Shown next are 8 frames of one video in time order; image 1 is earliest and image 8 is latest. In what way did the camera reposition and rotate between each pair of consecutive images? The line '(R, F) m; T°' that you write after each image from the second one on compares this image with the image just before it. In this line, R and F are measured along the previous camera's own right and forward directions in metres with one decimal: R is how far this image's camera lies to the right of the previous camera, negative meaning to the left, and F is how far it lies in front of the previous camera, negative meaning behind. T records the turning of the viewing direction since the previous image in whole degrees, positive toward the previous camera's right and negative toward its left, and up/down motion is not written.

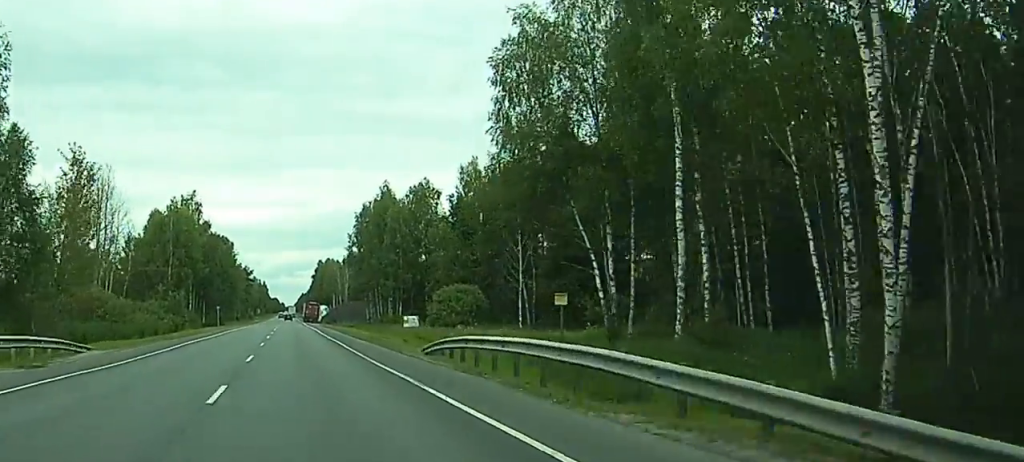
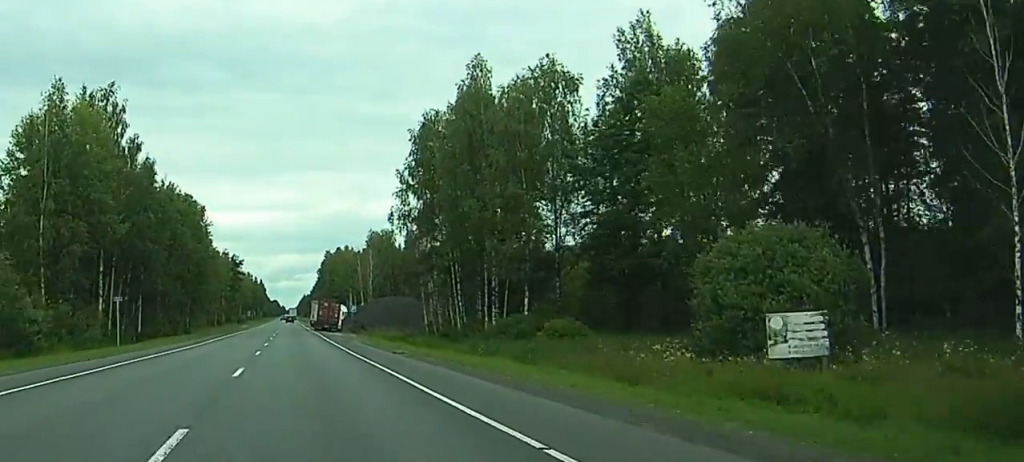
(+0.4, +65.4) m; +1°
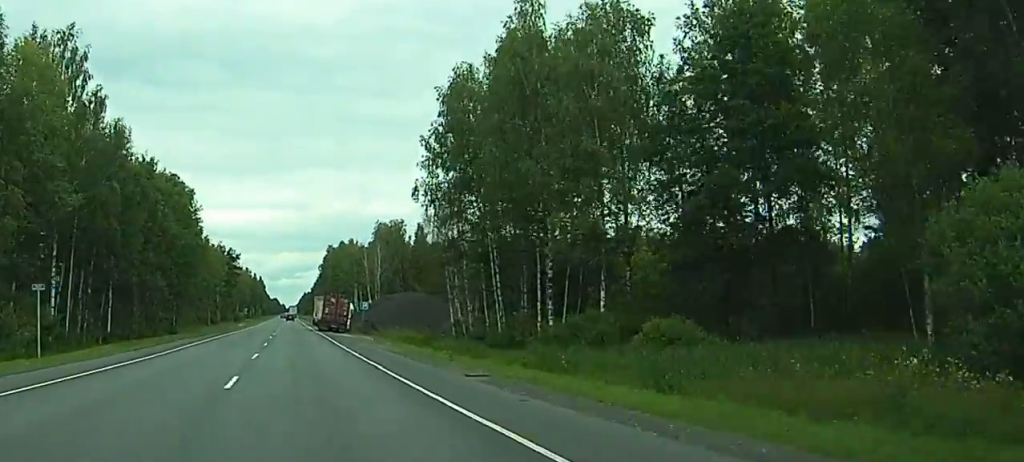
(0.0, +14.7) m; 0°
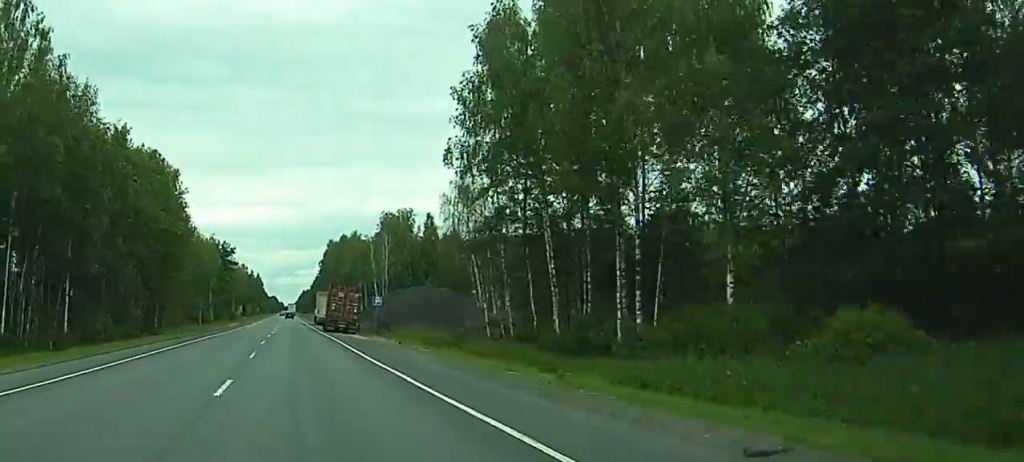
(0.0, +13.8) m; 0°
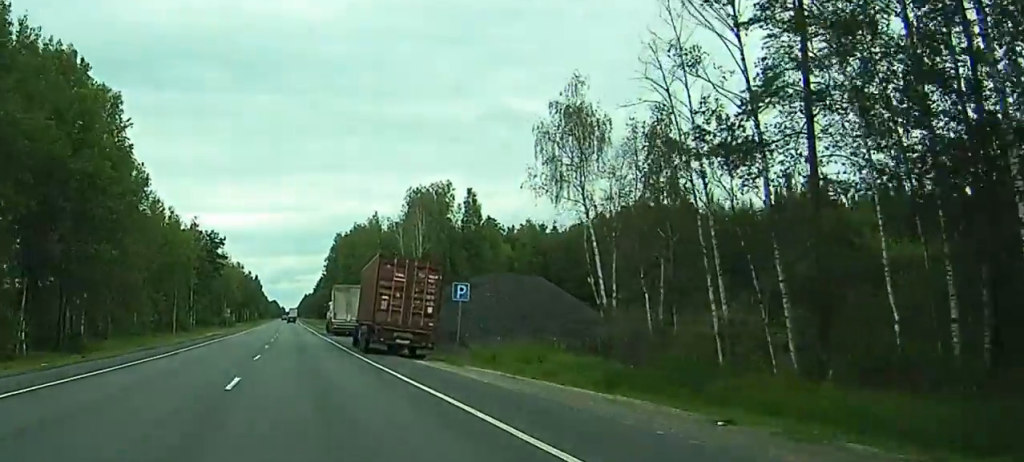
(0.0, +34.7) m; 0°
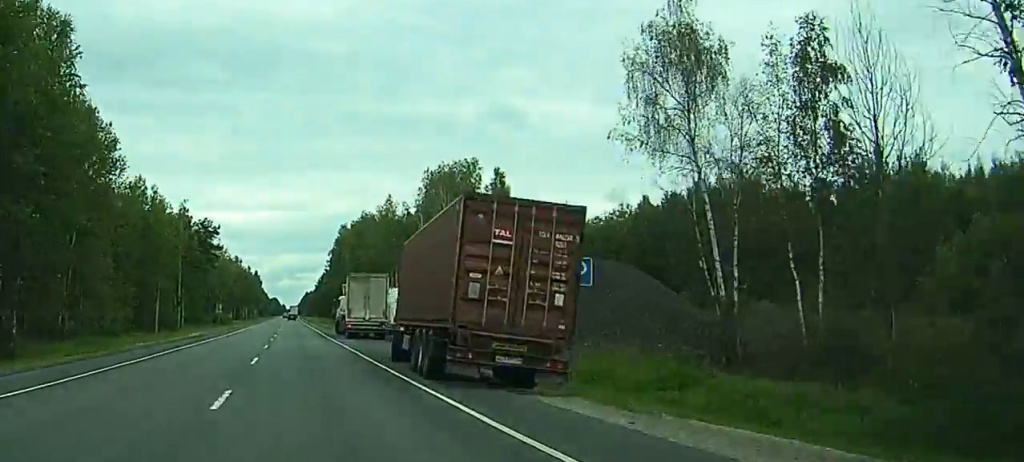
(+0.1, +15.4) m; 0°
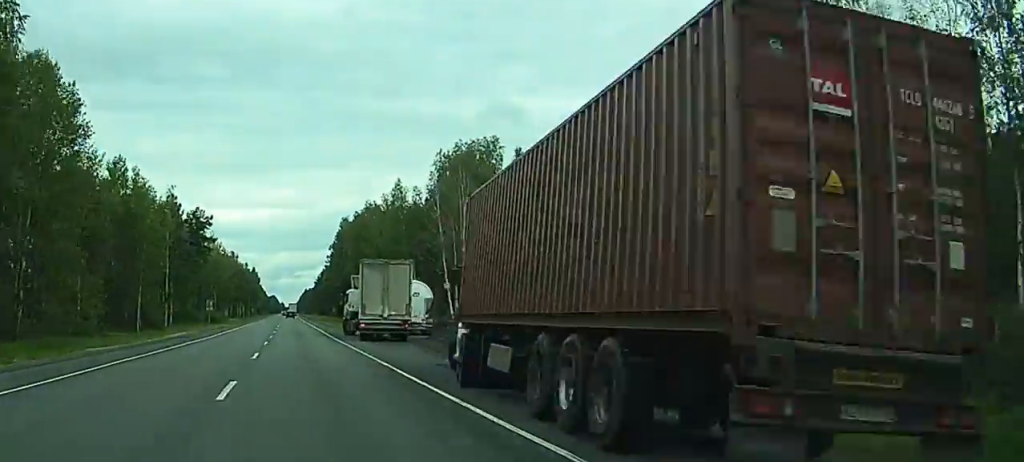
(0.0, +10.9) m; 0°
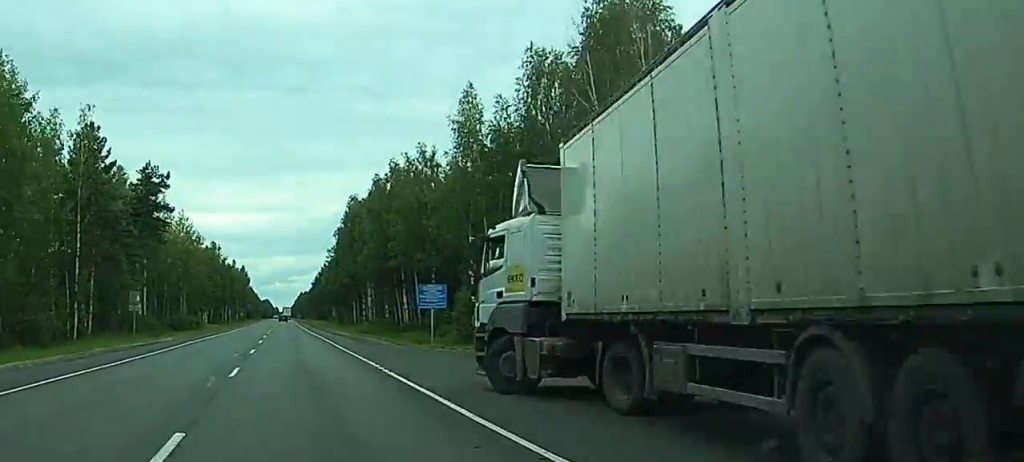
(-0.3, +42.5) m; -1°
